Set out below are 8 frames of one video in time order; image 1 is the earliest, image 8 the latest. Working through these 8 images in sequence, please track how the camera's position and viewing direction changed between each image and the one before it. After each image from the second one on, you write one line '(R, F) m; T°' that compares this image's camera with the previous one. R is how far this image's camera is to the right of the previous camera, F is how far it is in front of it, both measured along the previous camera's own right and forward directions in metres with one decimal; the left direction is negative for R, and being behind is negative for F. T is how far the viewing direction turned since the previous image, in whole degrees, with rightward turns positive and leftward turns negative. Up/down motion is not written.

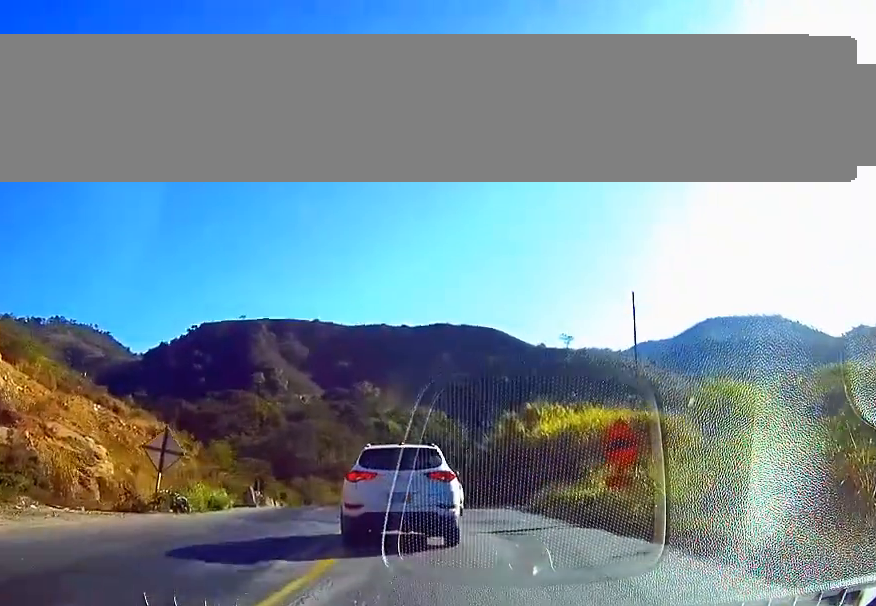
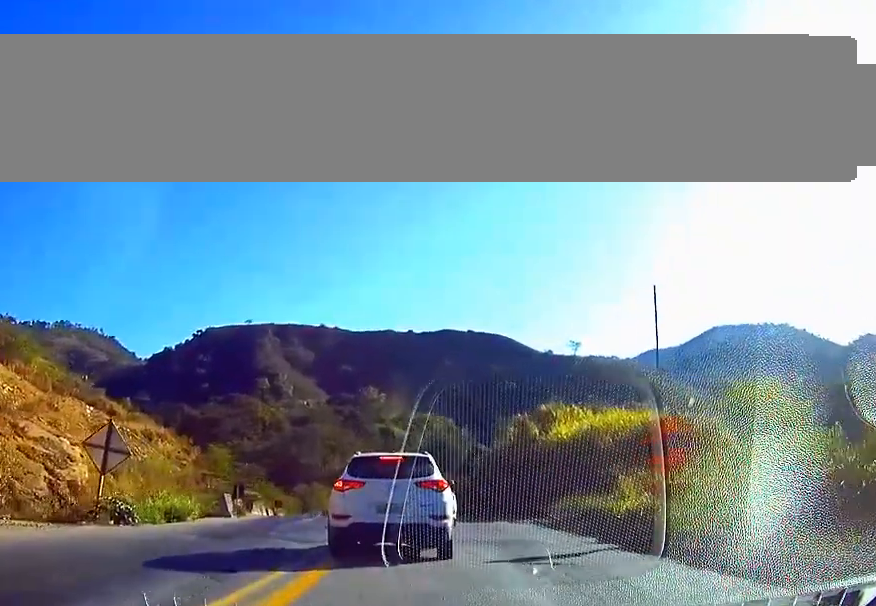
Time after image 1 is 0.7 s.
(0.0, +4.6) m; -1°
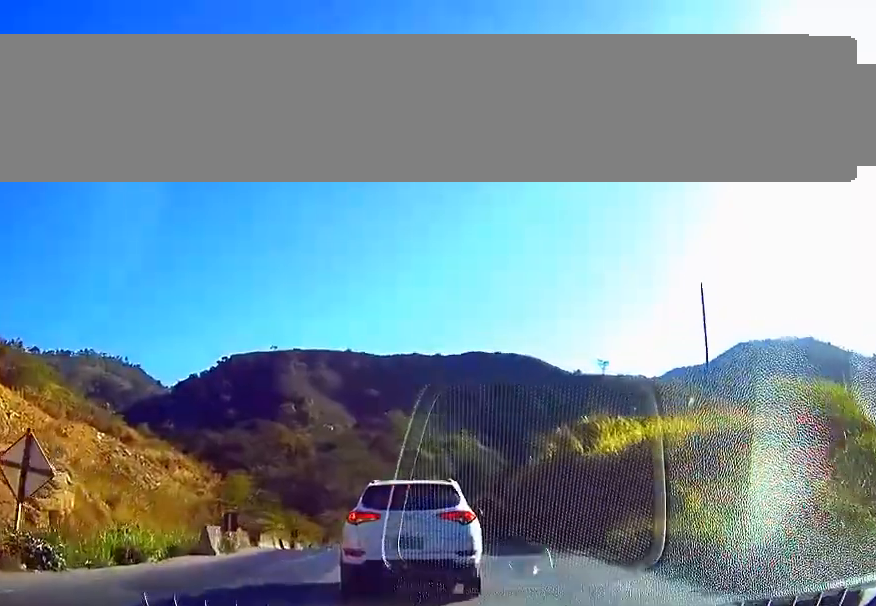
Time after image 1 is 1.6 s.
(0.0, +5.7) m; -2°
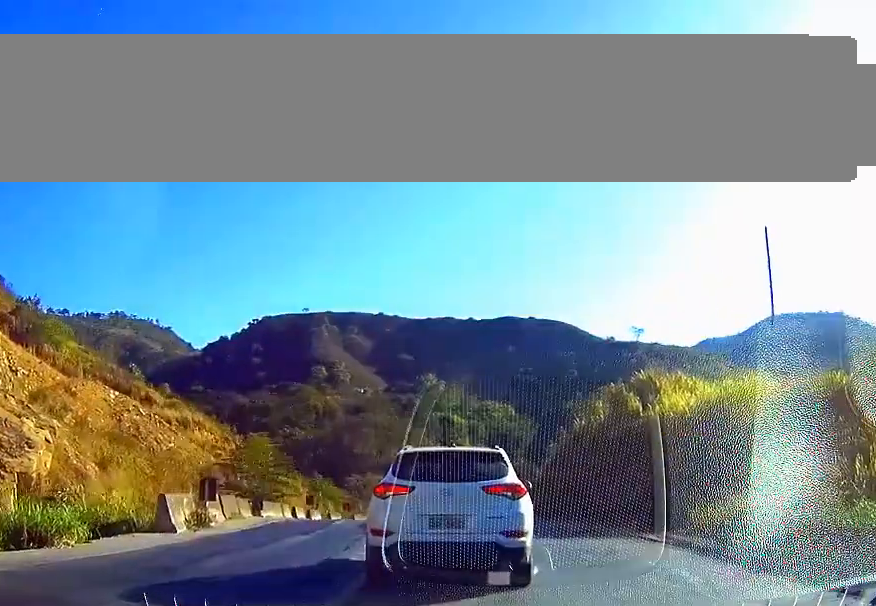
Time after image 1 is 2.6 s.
(-0.2, +6.2) m; -2°
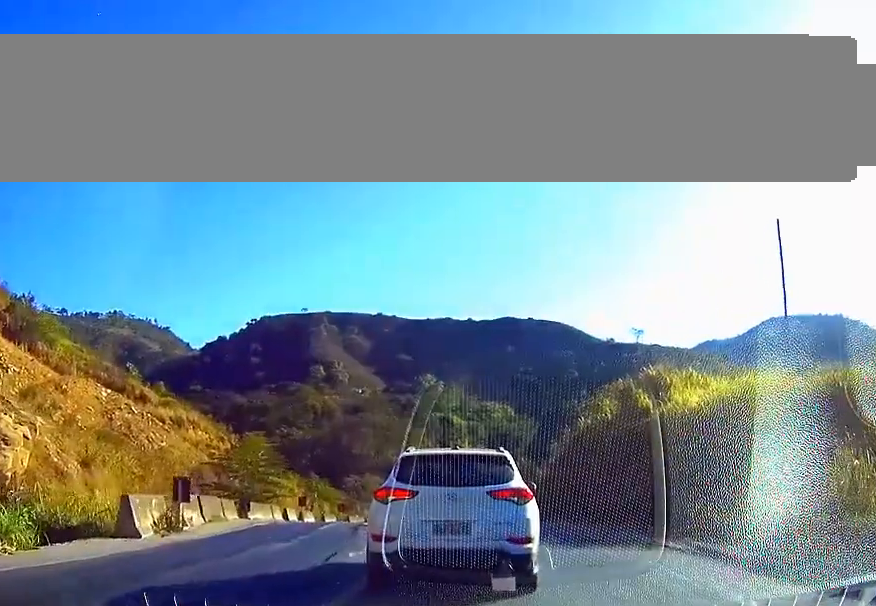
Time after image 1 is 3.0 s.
(0.0, +2.3) m; 0°
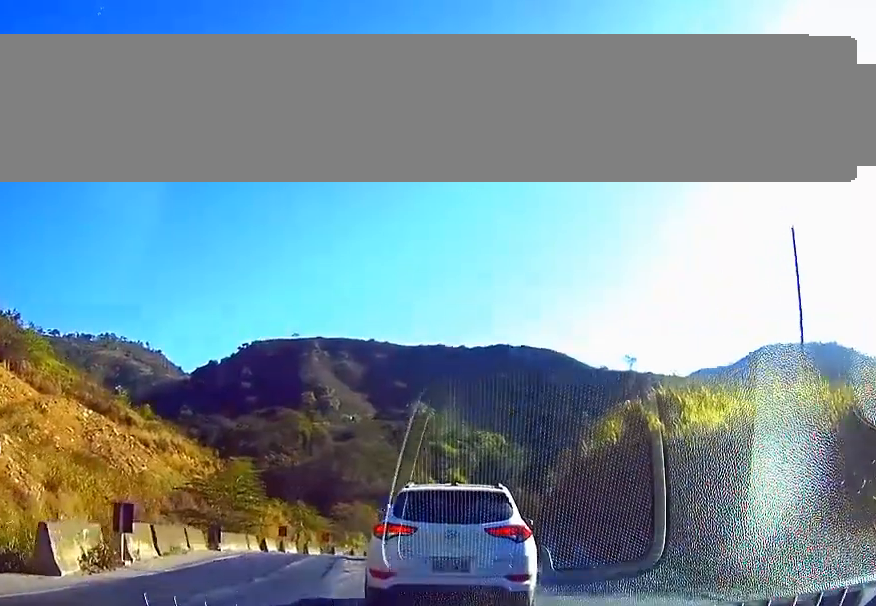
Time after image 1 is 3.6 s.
(0.0, +3.6) m; 0°
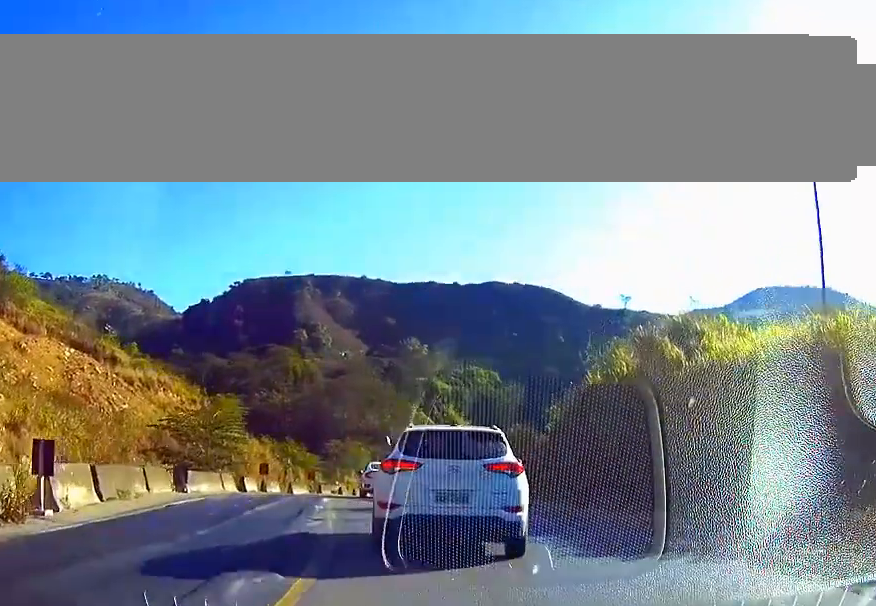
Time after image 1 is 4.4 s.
(0.0, +3.6) m; 0°
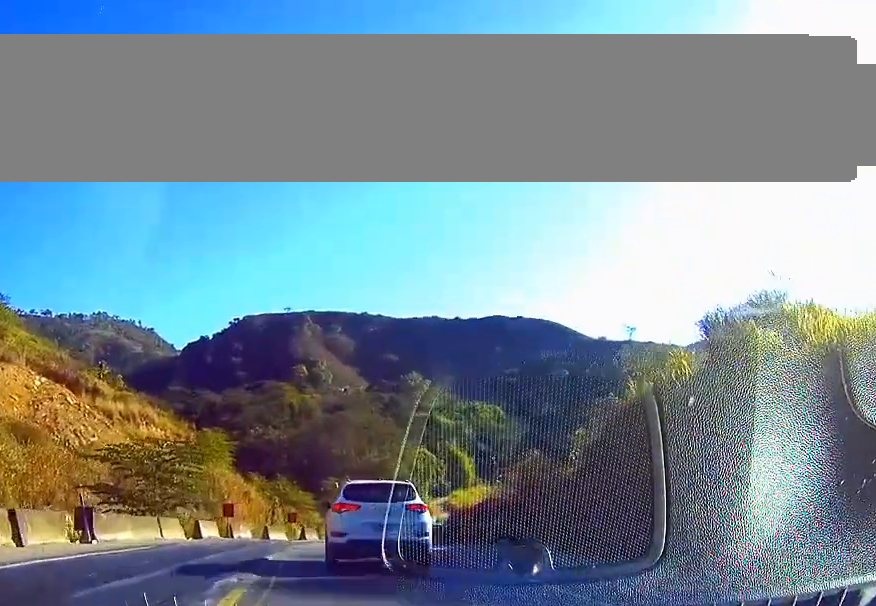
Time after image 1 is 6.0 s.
(0.0, +8.2) m; 0°
